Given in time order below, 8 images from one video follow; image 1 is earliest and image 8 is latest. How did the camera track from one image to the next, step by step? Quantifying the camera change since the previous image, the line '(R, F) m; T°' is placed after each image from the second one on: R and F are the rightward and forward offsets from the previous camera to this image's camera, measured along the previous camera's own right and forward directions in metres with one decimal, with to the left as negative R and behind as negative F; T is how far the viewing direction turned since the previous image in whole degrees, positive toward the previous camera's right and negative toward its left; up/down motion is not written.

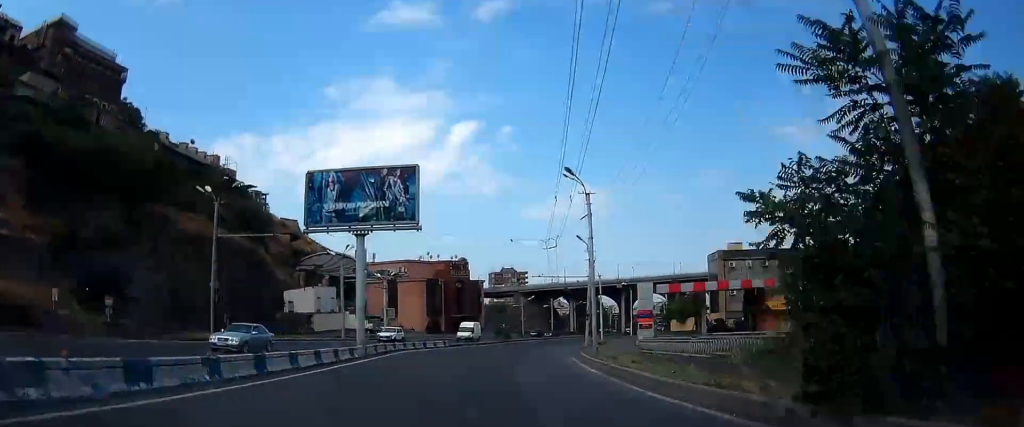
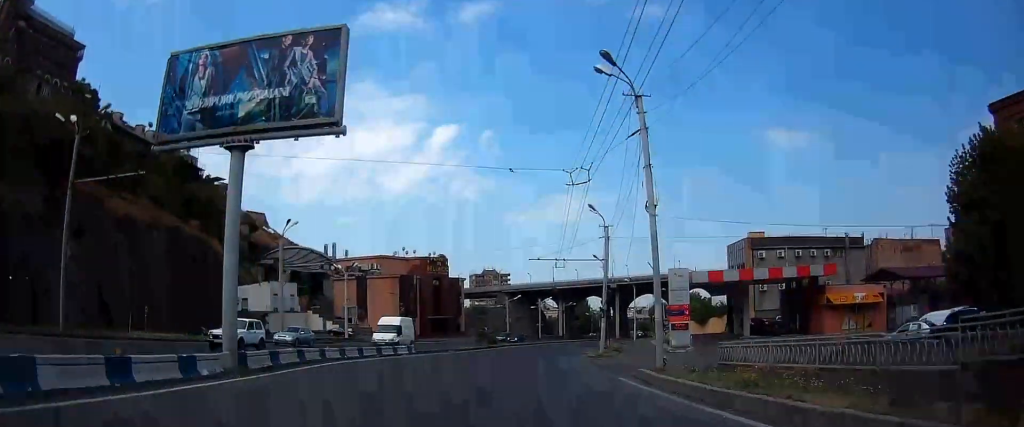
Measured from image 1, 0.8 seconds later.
(-0.2, +14.3) m; -1°
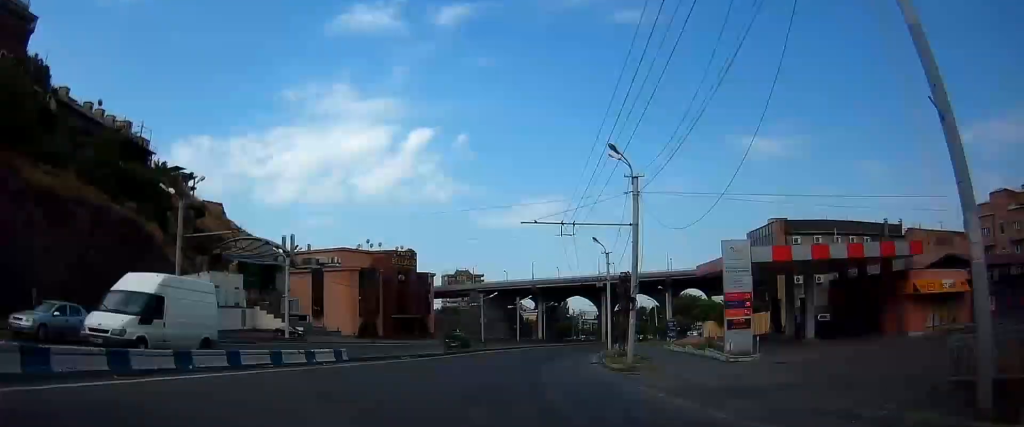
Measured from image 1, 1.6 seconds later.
(0.0, +13.7) m; +1°
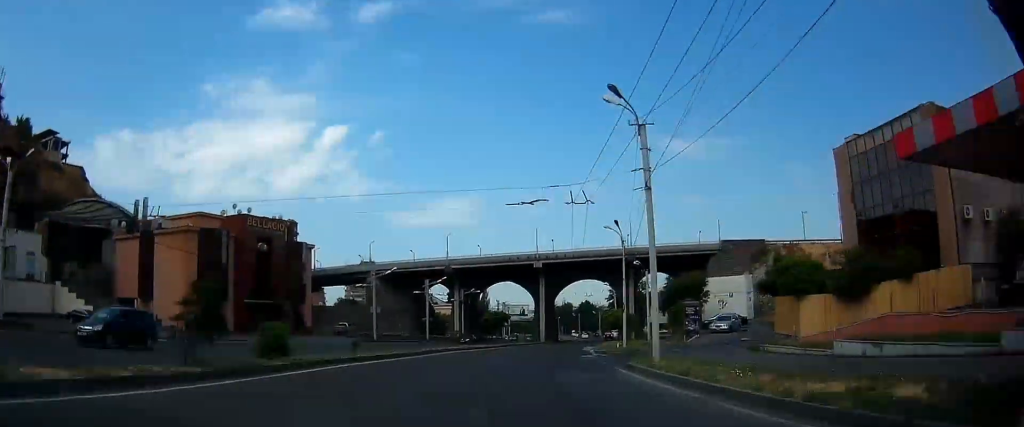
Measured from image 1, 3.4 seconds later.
(+0.9, +31.8) m; +5°
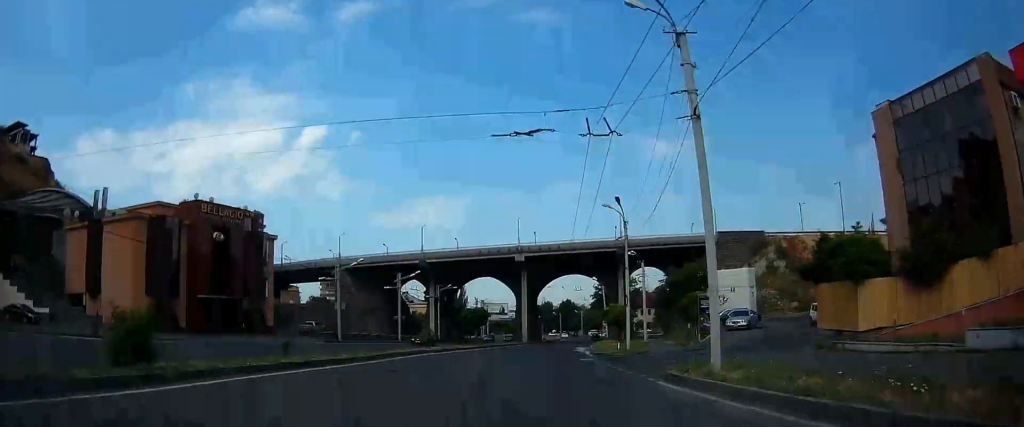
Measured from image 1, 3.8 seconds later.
(-0.2, +7.0) m; +2°
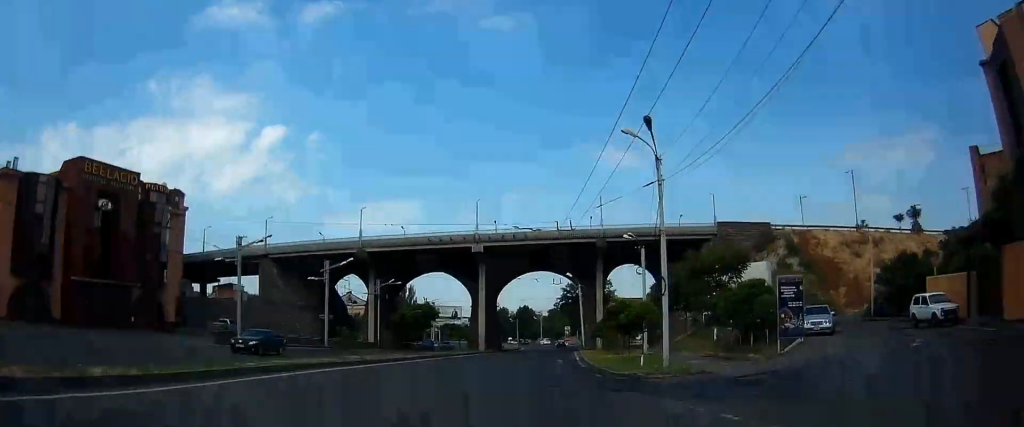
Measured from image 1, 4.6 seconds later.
(+0.9, +14.9) m; +6°
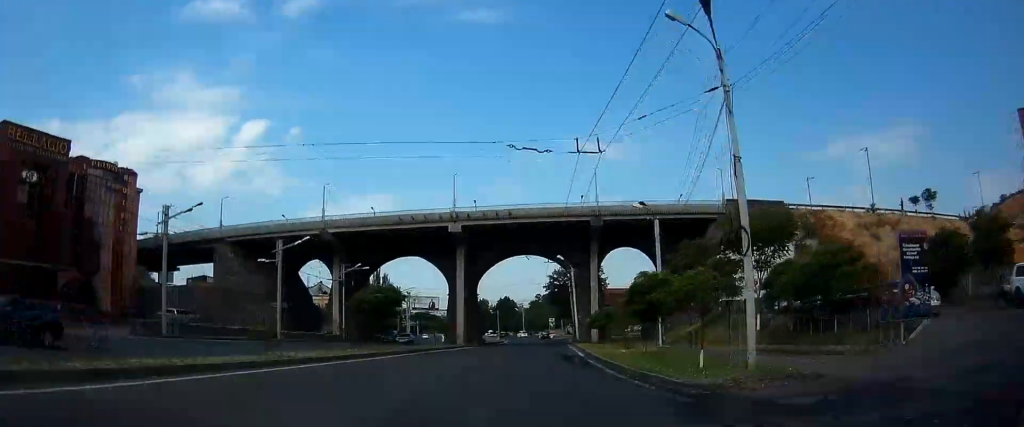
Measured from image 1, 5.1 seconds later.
(+0.3, +9.3) m; +3°
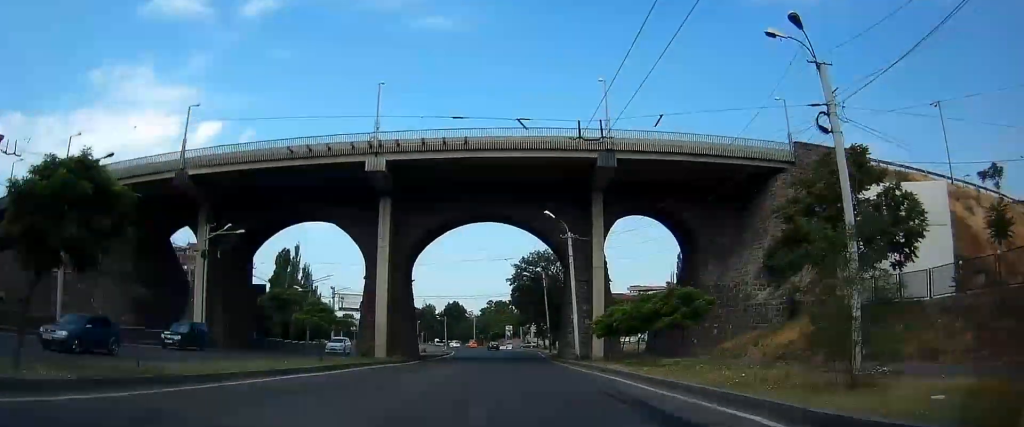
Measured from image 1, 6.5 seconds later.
(+1.6, +28.8) m; +6°
